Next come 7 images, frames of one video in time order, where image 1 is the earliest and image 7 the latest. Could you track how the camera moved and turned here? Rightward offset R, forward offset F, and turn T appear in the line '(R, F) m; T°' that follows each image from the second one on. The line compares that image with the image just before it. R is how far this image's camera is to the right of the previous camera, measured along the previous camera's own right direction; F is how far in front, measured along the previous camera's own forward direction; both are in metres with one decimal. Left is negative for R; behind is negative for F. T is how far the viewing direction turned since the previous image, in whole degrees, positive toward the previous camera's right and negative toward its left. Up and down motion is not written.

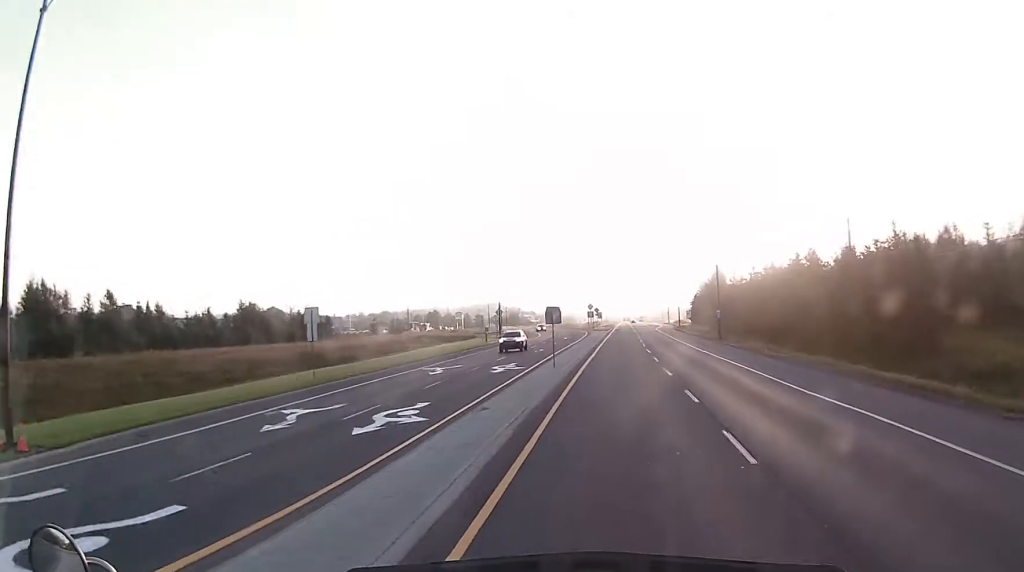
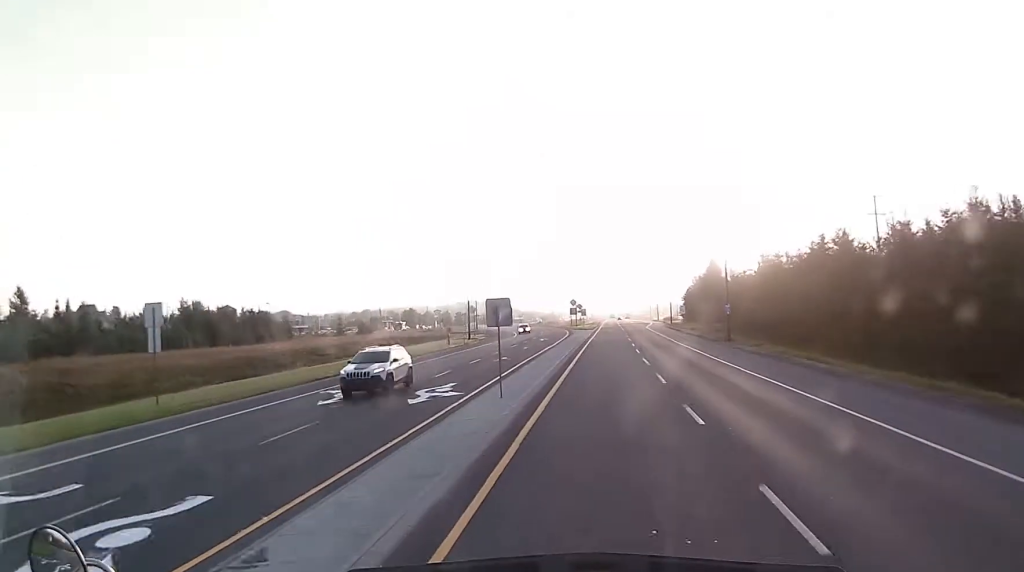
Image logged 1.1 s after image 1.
(+0.3, +13.8) m; +2°
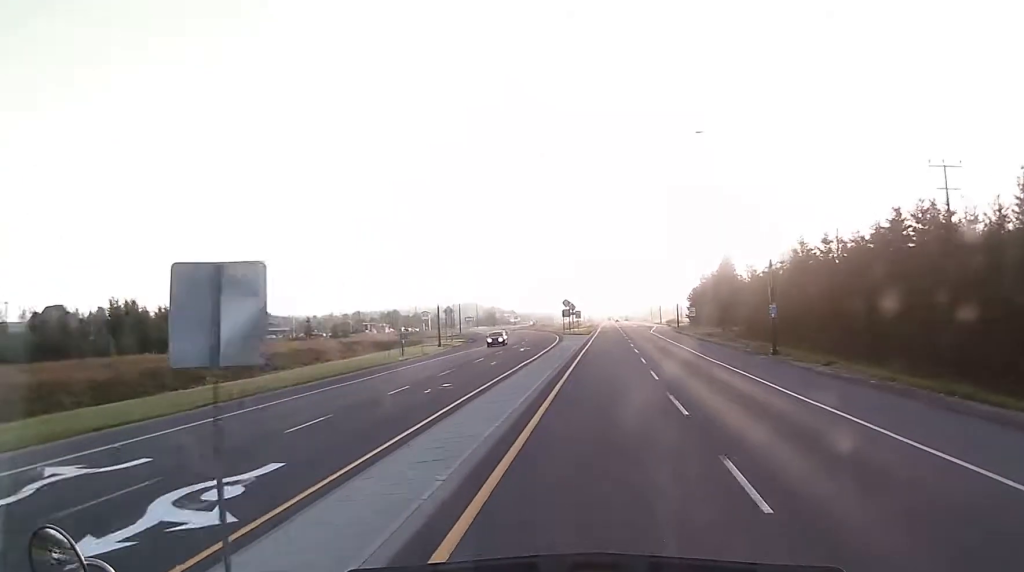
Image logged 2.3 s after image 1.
(+0.1, +16.5) m; +1°
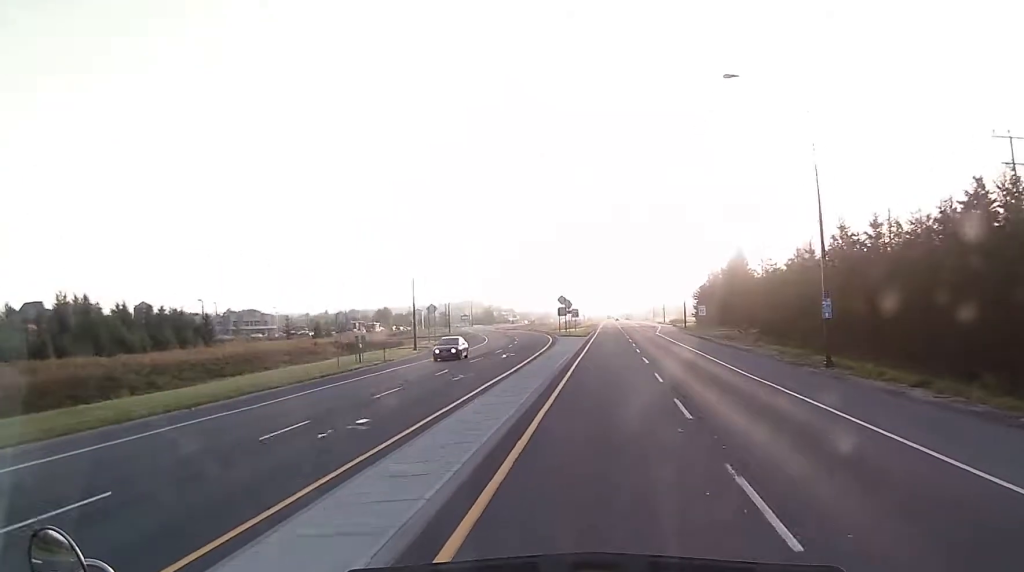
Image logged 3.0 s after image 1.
(0.0, +10.5) m; +1°
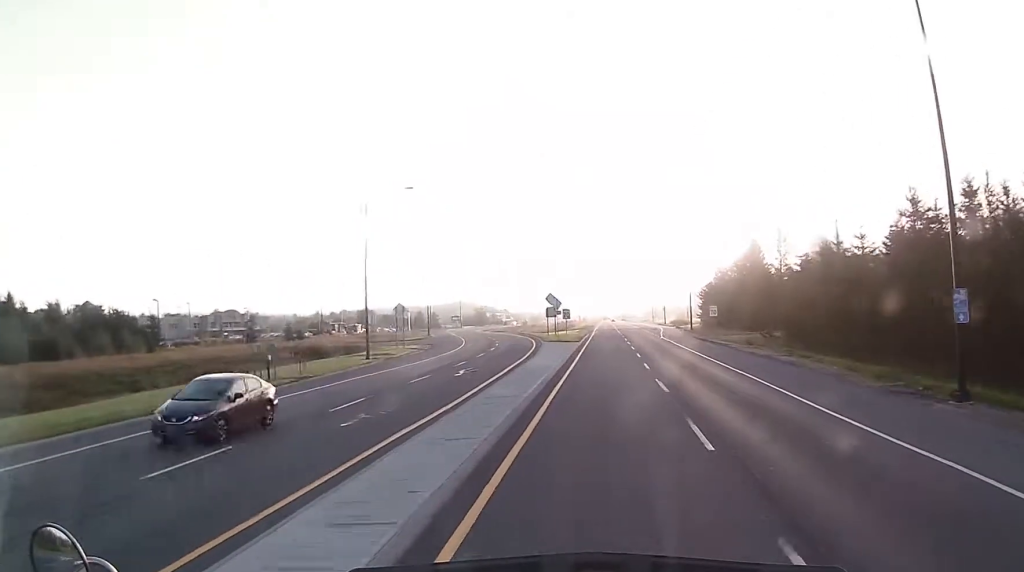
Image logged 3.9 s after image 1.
(+0.2, +13.2) m; +1°
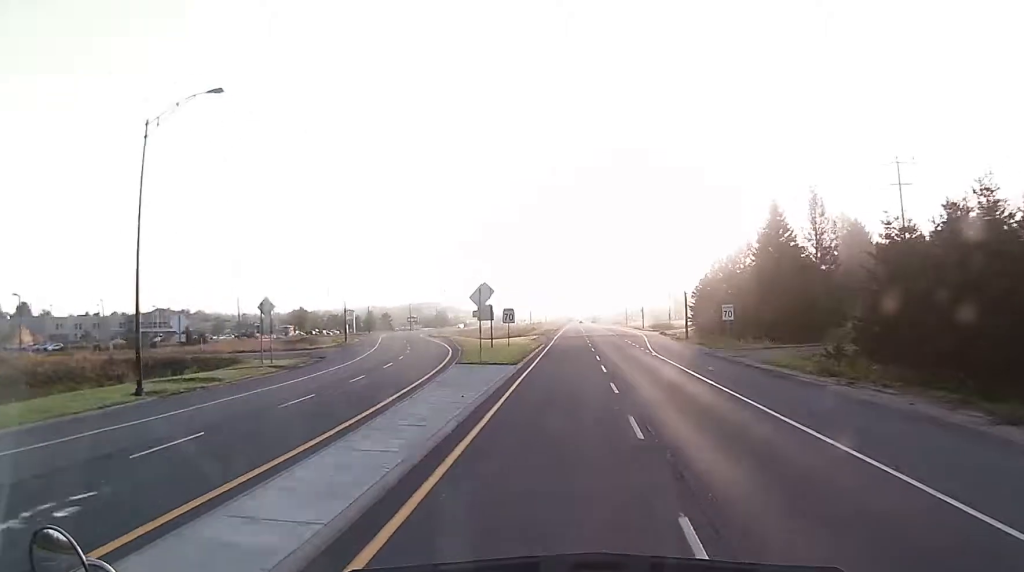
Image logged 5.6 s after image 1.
(-0.1, +26.5) m; 0°
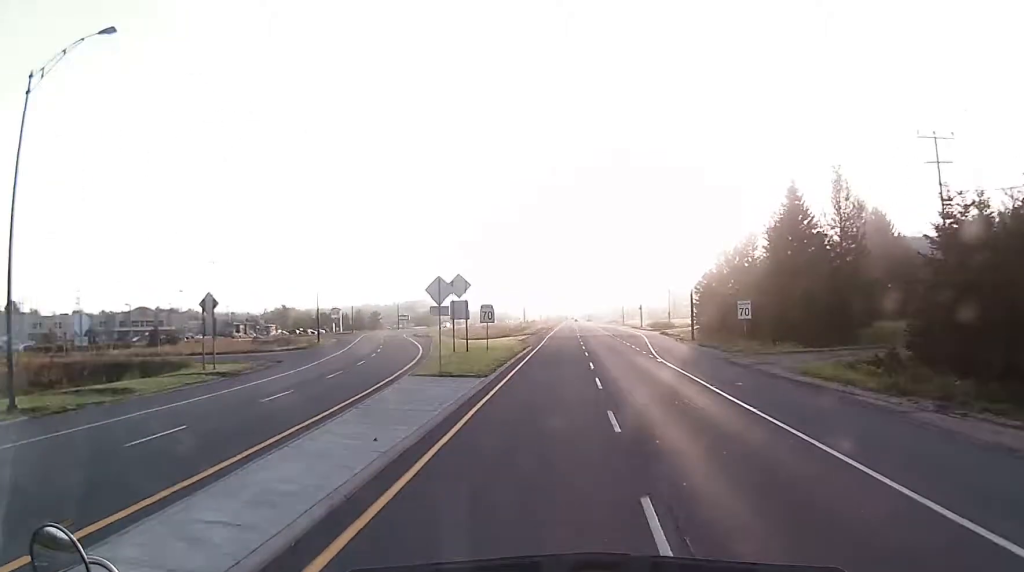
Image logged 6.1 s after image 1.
(+0.1, +8.1) m; +1°
